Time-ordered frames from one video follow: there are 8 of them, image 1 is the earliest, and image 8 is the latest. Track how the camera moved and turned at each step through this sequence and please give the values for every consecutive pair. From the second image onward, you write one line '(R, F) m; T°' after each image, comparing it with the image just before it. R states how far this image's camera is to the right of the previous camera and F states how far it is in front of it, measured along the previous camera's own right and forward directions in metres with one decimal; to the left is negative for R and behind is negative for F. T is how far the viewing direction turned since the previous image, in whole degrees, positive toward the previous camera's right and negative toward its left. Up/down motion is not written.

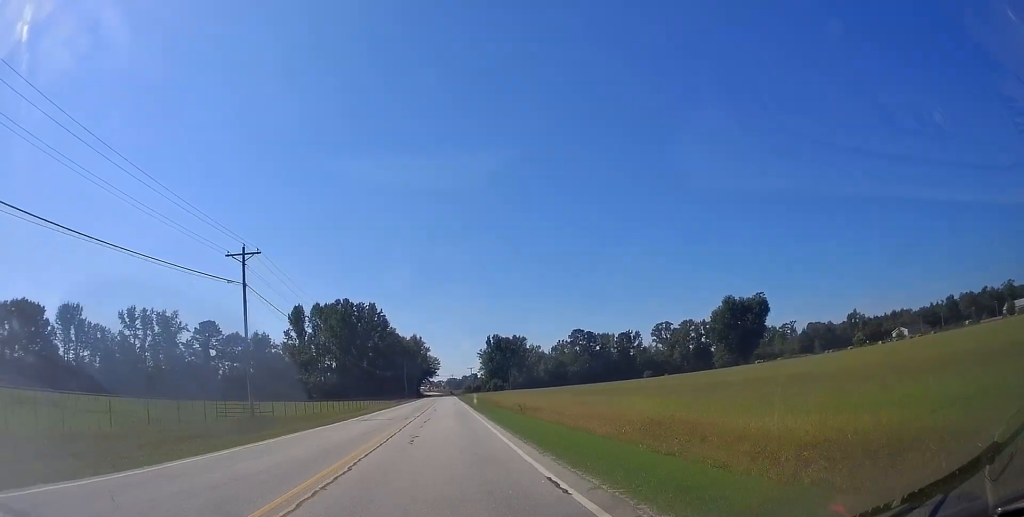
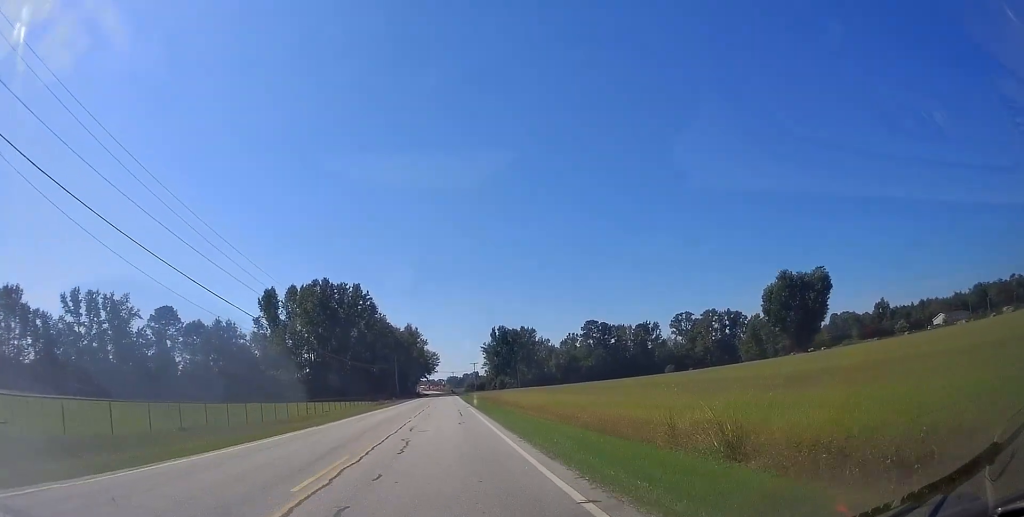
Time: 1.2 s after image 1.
(0.0, +26.5) m; 0°
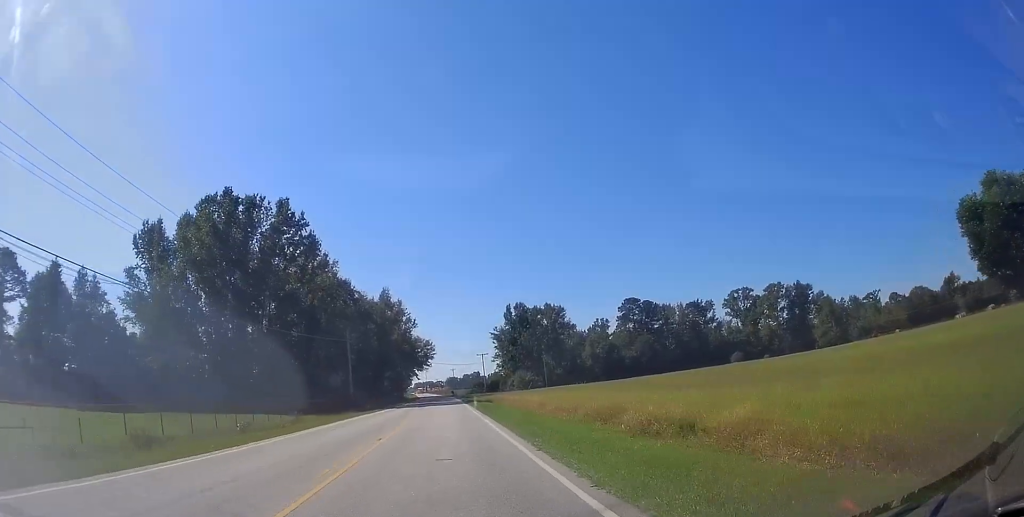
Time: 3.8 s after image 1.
(-0.8, +62.9) m; -1°
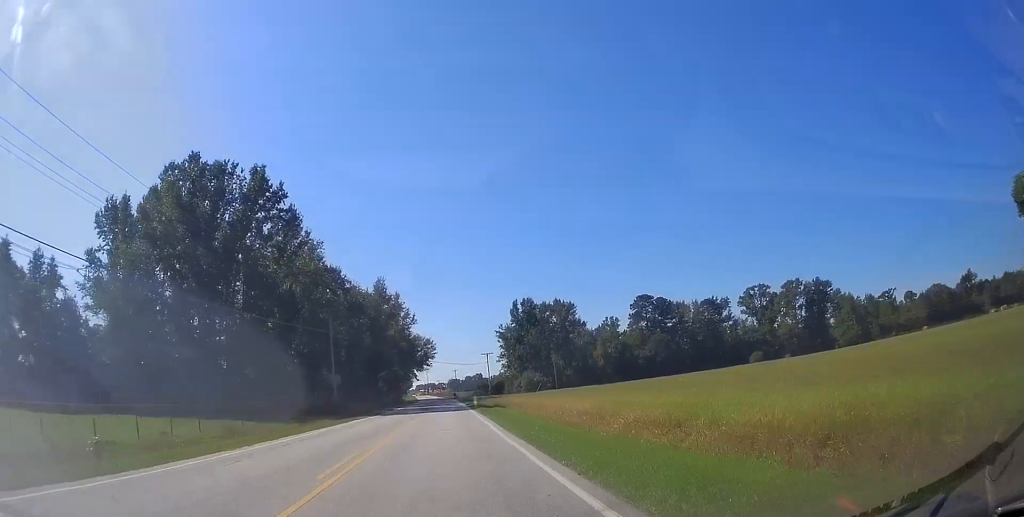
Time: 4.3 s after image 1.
(0.0, +11.1) m; 0°
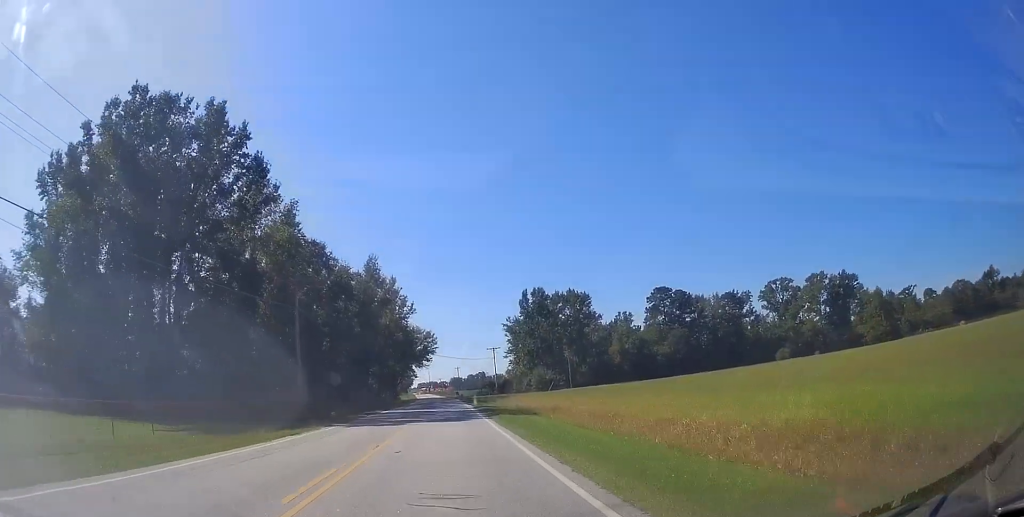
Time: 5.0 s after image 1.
(0.0, +13.7) m; 0°
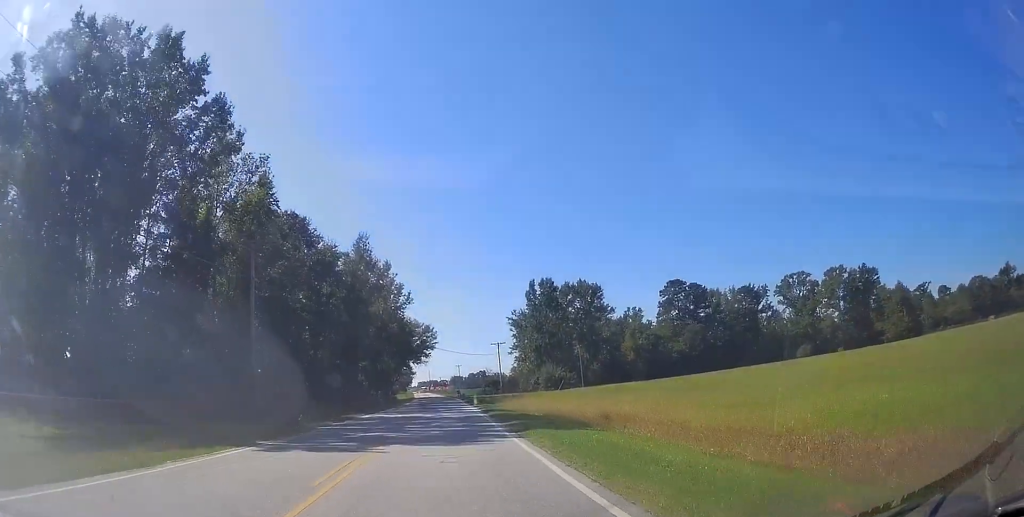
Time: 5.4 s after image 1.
(0.0, +11.8) m; 0°
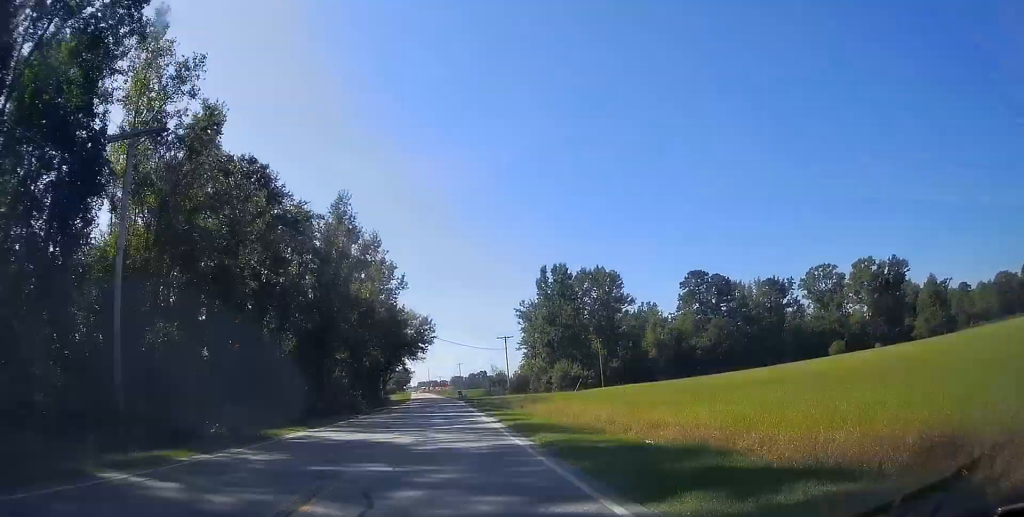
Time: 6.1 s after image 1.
(0.0, +16.7) m; 0°
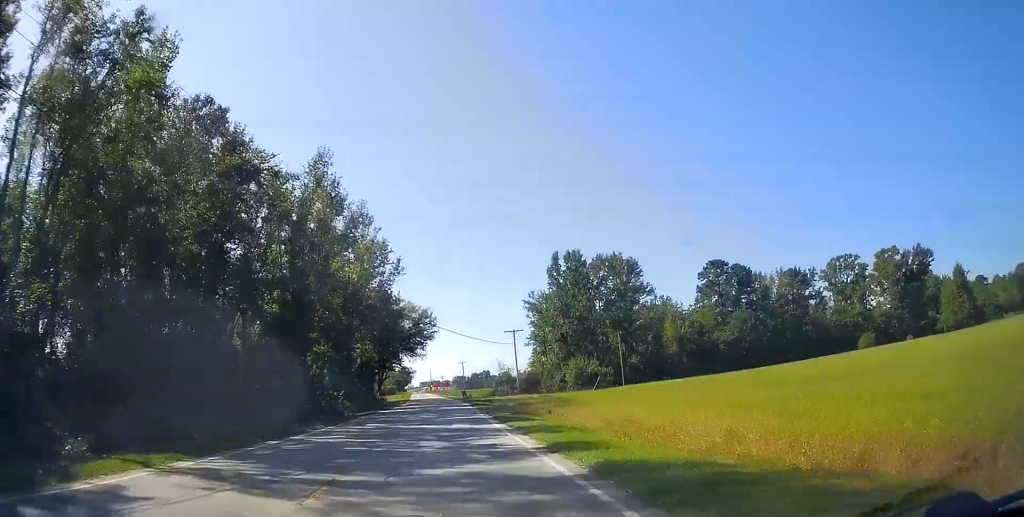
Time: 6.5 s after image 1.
(-0.1, +11.2) m; -1°
